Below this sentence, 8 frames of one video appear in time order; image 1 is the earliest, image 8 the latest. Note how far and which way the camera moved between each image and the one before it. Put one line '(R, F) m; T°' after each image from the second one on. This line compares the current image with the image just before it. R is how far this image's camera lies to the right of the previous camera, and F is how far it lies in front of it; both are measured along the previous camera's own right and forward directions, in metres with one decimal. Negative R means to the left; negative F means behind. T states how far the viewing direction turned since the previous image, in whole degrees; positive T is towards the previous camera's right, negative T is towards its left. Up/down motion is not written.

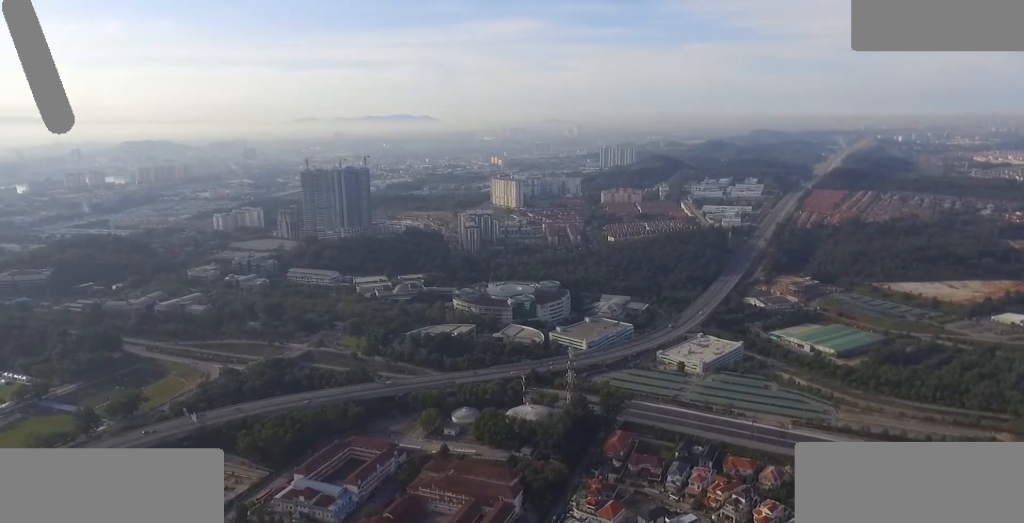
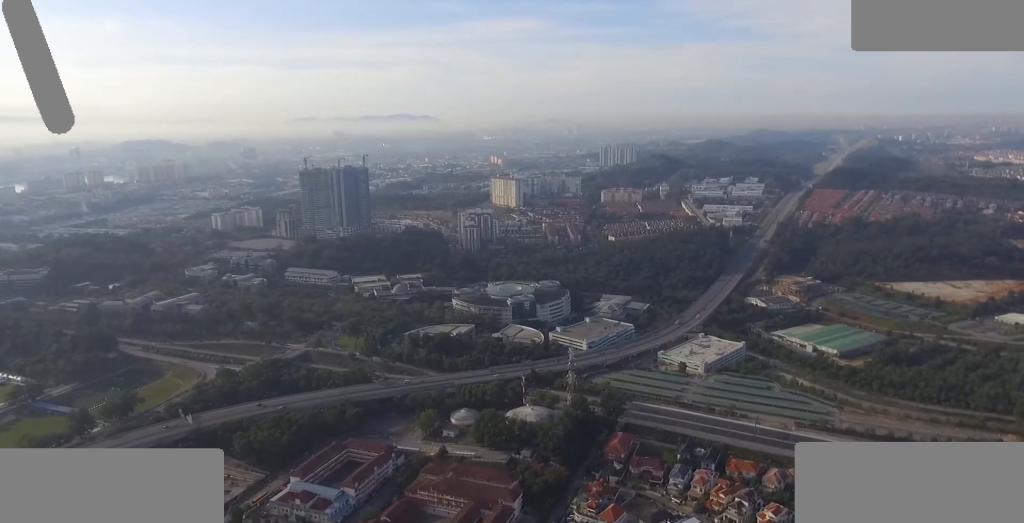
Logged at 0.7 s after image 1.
(-0.3, +6.8) m; +2°
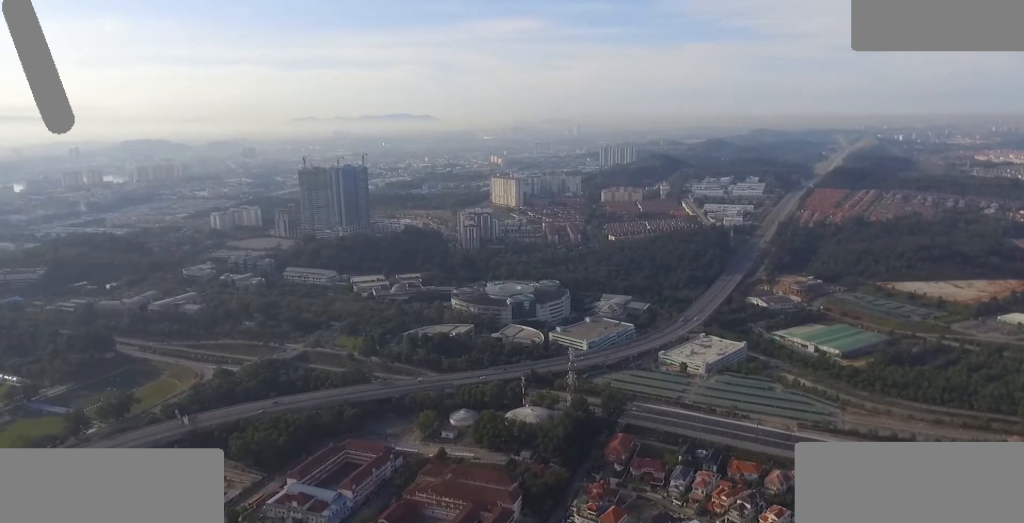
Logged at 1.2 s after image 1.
(+0.4, +5.2) m; +1°
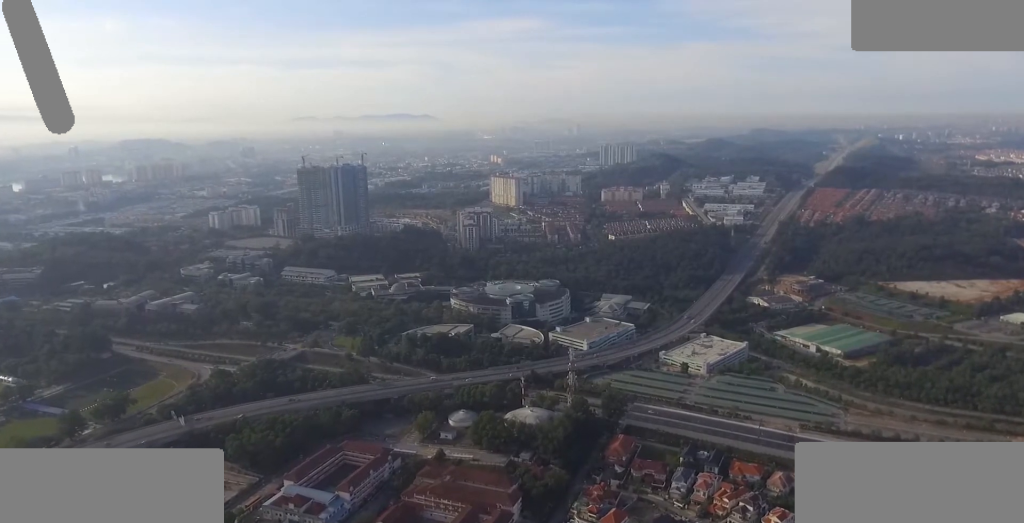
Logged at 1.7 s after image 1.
(+0.2, +4.8) m; +1°
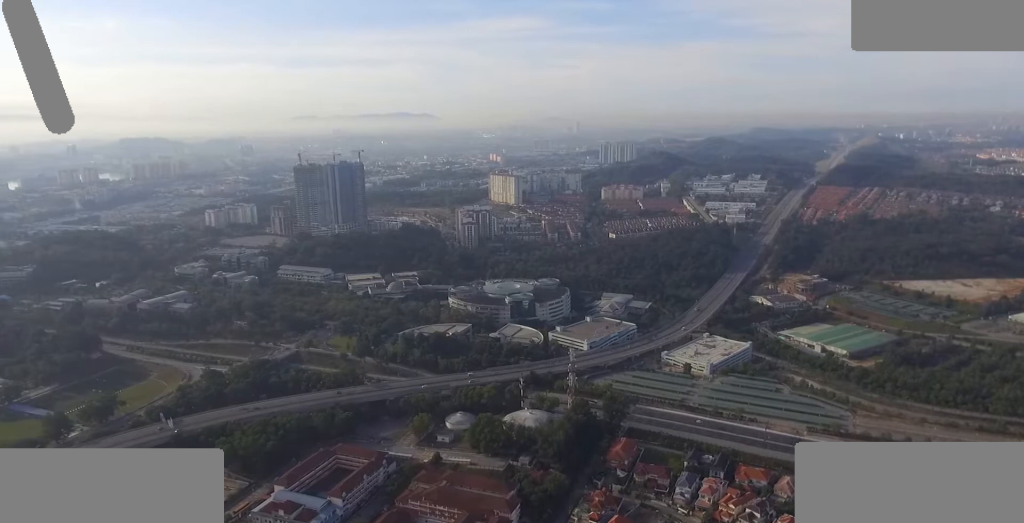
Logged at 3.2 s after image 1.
(-0.5, +14.8) m; -2°
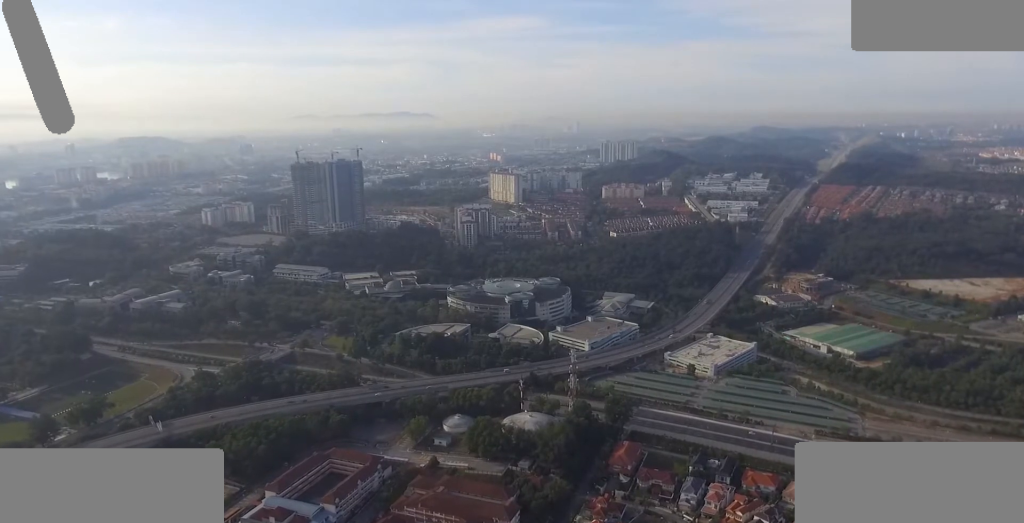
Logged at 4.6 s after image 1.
(0.0, +14.0) m; 0°
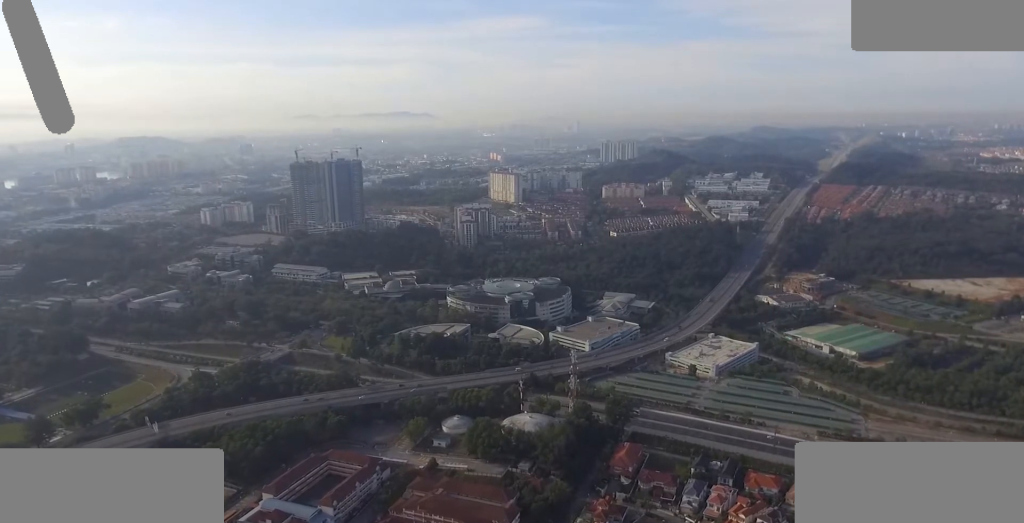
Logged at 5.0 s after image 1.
(0.0, +4.4) m; 0°
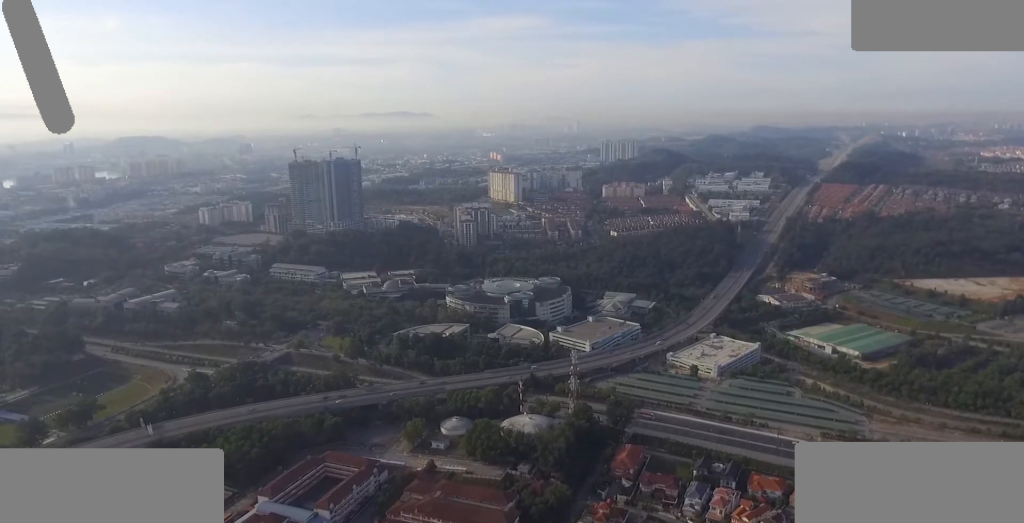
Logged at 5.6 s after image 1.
(0.0, +6.4) m; 0°
